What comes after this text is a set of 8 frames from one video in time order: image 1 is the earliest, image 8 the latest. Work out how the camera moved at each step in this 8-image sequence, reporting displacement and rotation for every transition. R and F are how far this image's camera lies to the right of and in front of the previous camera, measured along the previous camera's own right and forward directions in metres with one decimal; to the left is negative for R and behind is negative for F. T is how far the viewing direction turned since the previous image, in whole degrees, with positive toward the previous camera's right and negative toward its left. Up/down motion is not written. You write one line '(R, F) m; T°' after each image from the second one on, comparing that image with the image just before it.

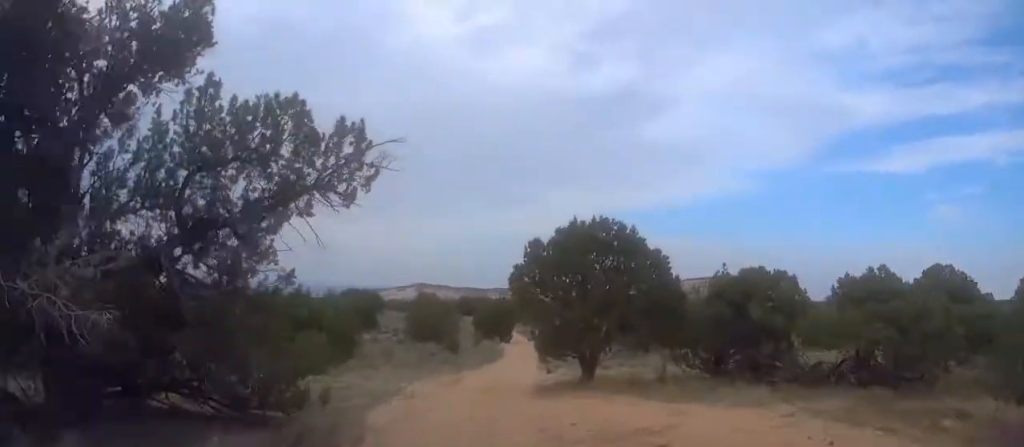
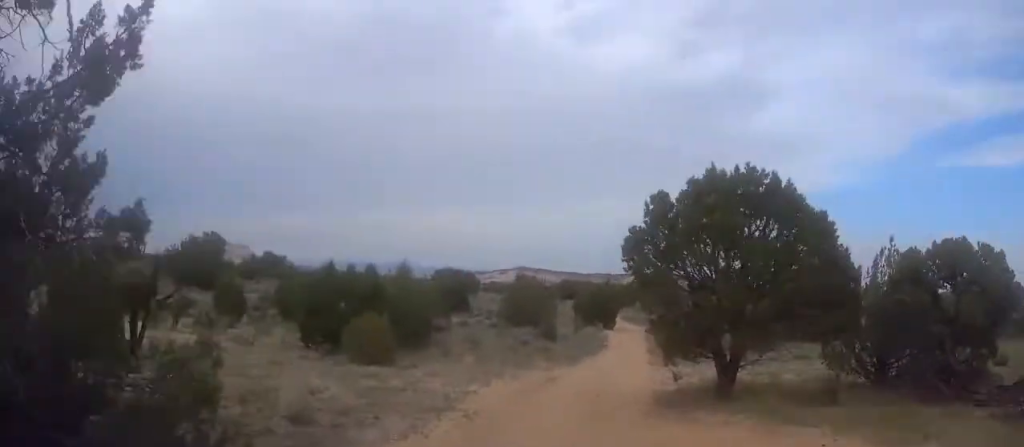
(0.0, +6.1) m; -2°
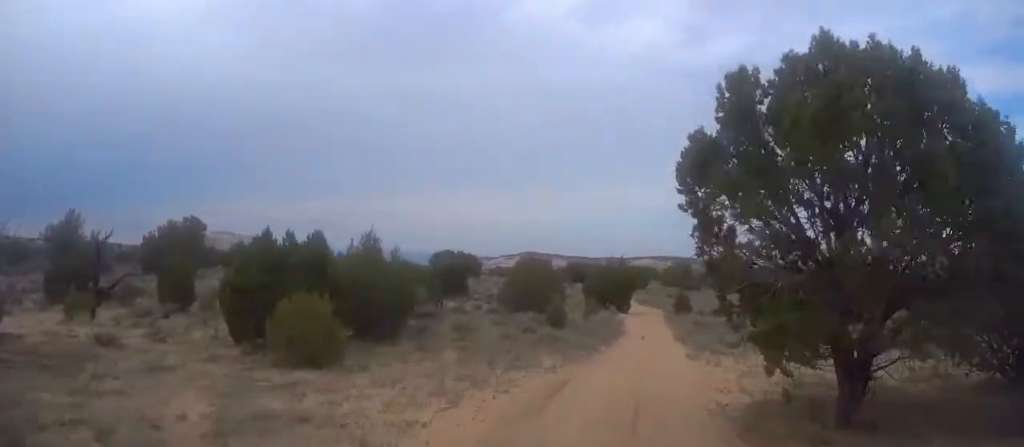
(-0.7, +6.9) m; -1°
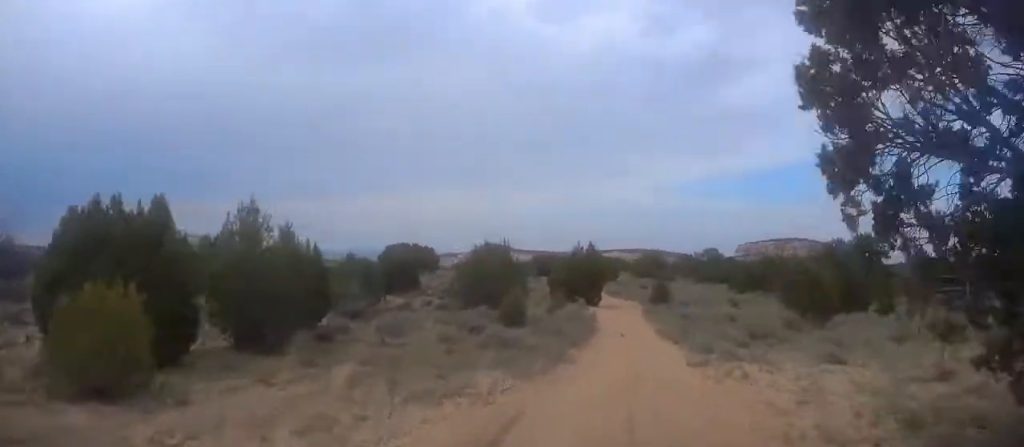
(-0.5, +6.4) m; -1°
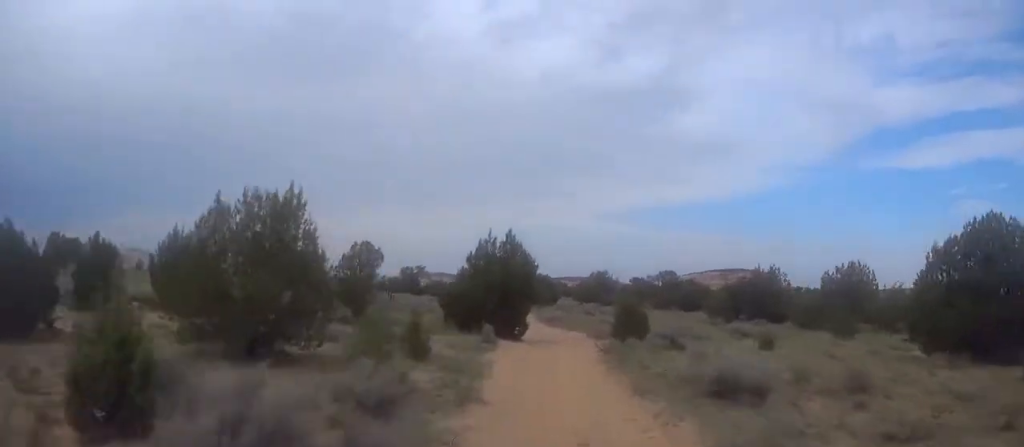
(+0.9, +22.1) m; +2°
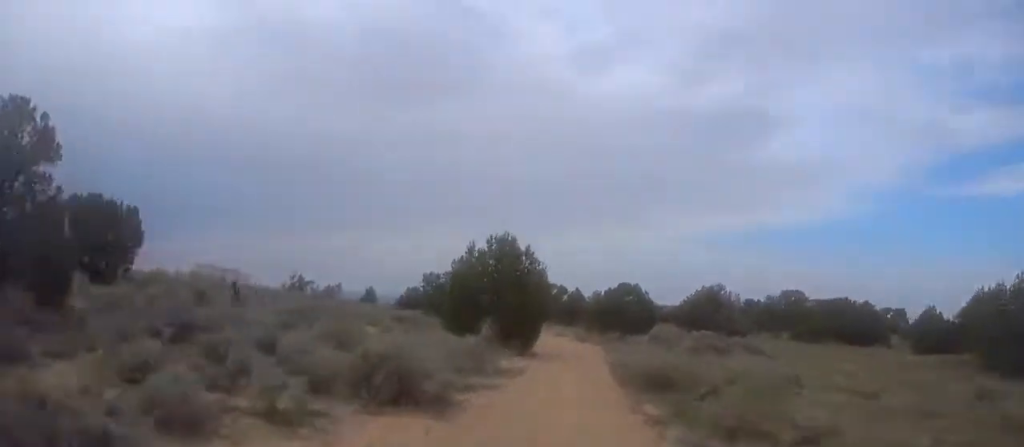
(-1.3, +36.0) m; -5°
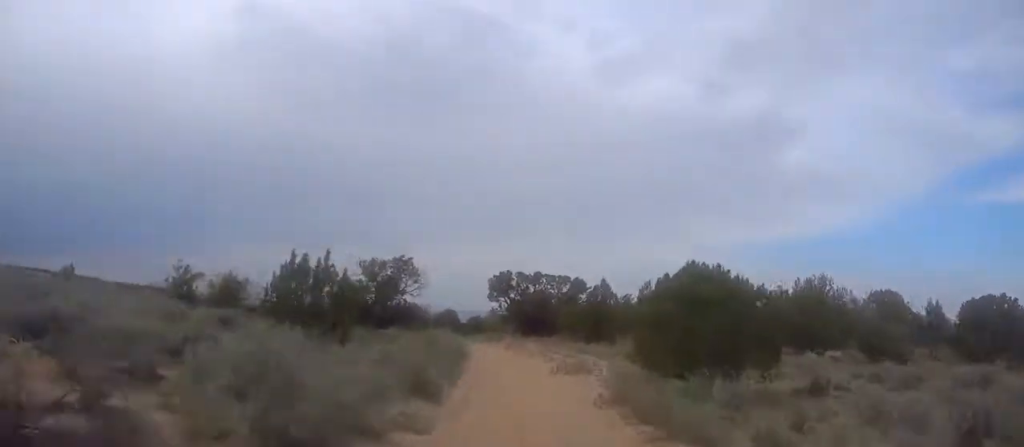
(-0.7, +31.7) m; -3°
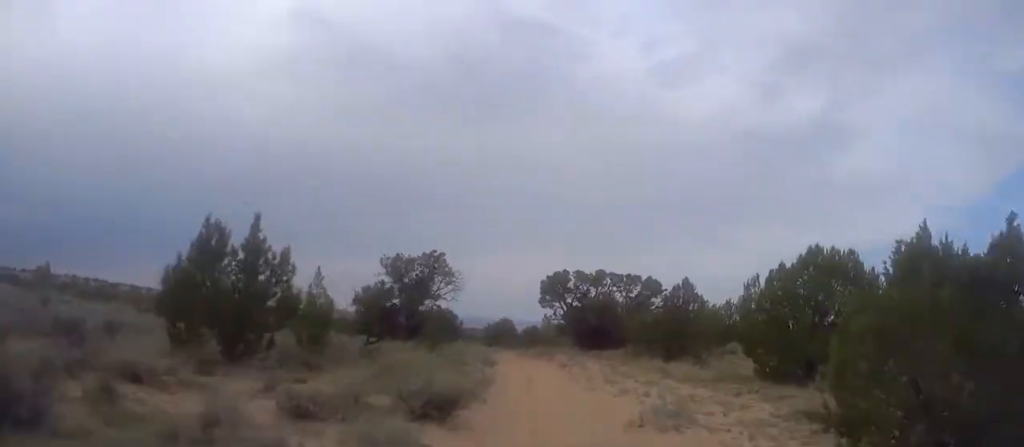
(+0.3, +10.7) m; -2°
